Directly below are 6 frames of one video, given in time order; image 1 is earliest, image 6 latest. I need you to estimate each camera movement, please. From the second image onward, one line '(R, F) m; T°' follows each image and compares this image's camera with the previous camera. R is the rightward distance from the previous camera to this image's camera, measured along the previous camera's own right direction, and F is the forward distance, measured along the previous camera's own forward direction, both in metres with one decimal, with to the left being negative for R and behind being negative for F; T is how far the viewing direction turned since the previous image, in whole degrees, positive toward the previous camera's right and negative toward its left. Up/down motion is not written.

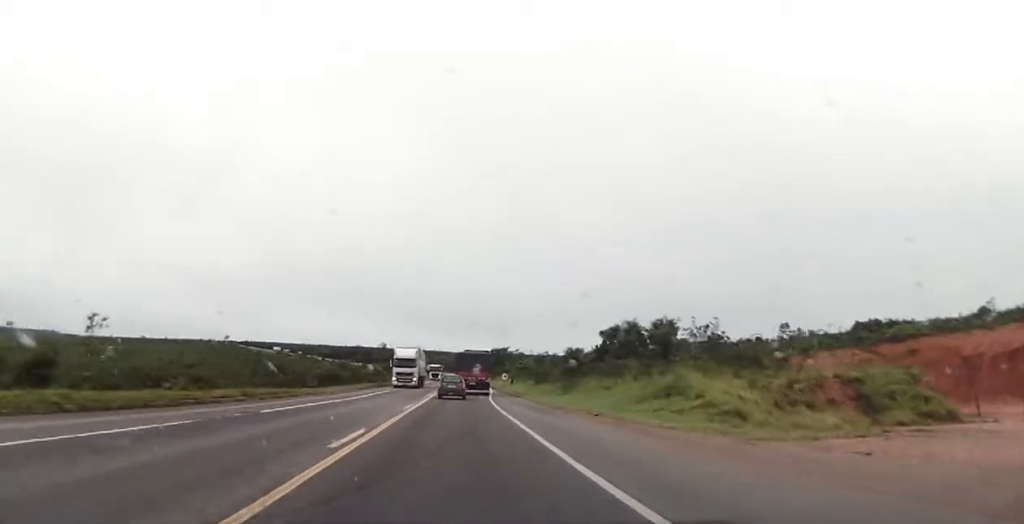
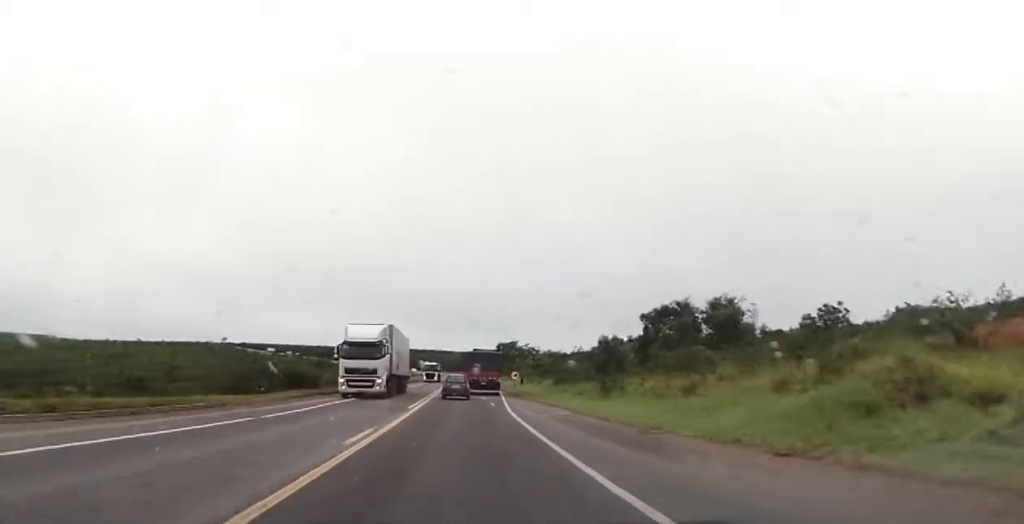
(-0.3, +14.6) m; 0°
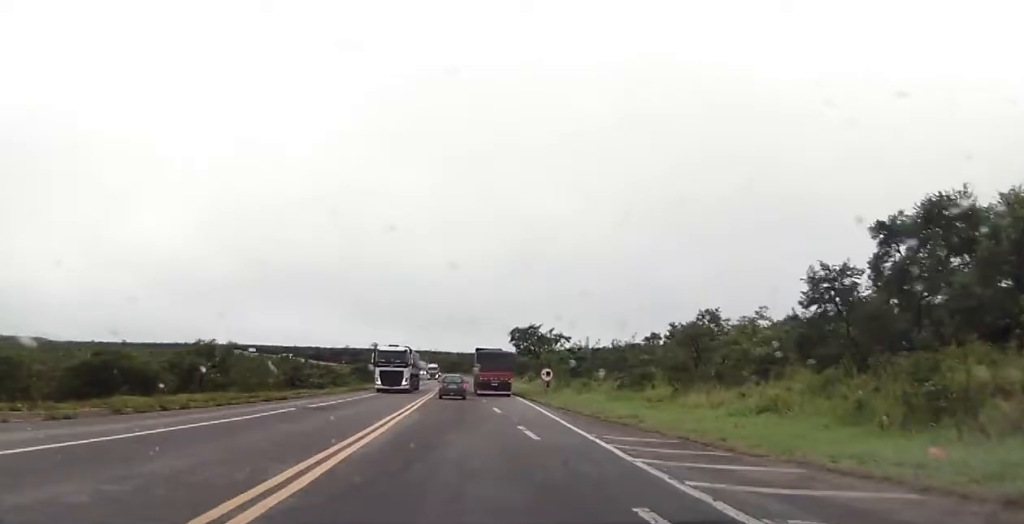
(+0.1, +30.6) m; 0°
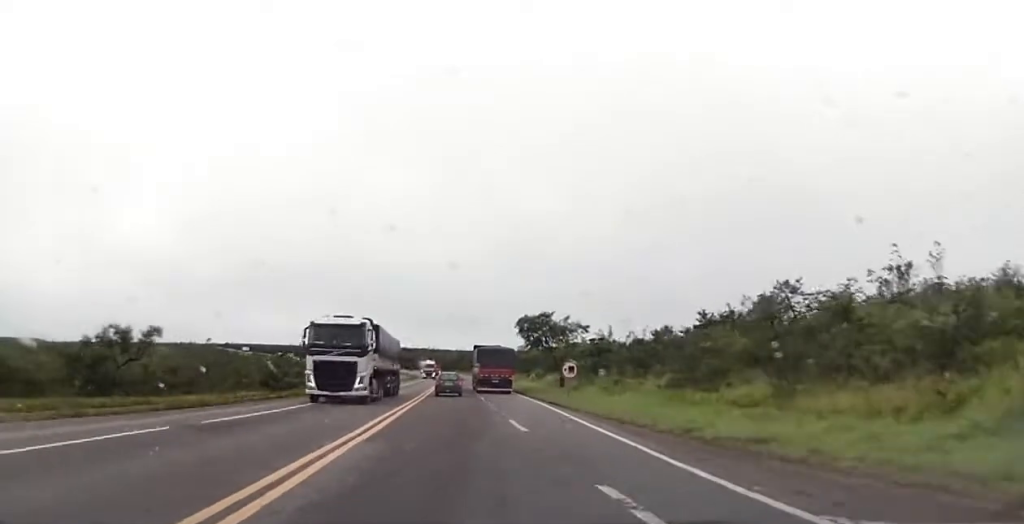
(-0.1, +10.4) m; -1°
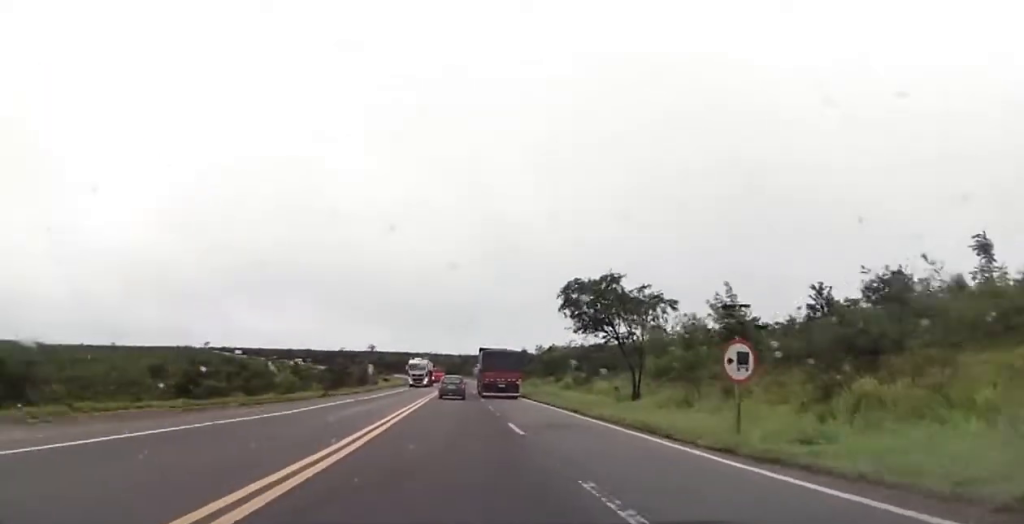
(+0.2, +22.5) m; +1°
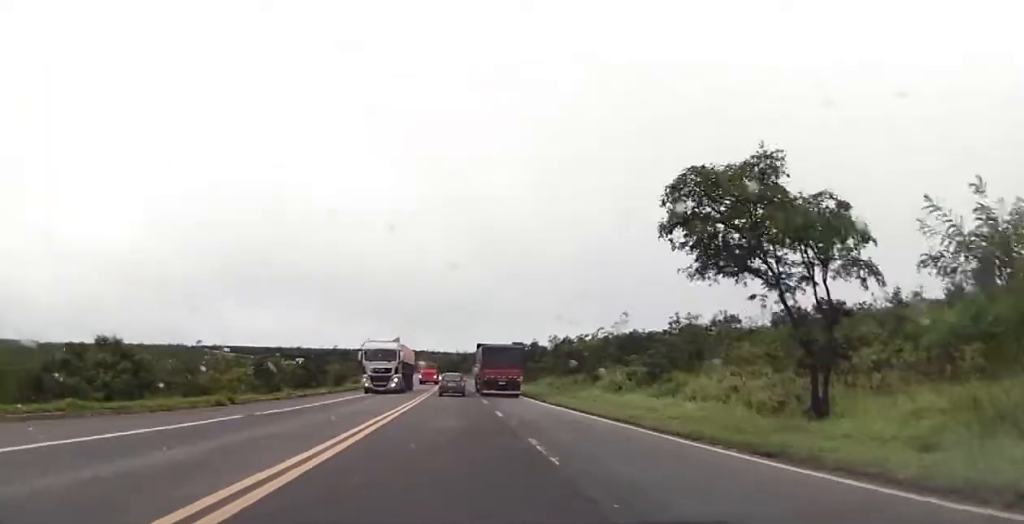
(+0.3, +18.0) m; +1°
